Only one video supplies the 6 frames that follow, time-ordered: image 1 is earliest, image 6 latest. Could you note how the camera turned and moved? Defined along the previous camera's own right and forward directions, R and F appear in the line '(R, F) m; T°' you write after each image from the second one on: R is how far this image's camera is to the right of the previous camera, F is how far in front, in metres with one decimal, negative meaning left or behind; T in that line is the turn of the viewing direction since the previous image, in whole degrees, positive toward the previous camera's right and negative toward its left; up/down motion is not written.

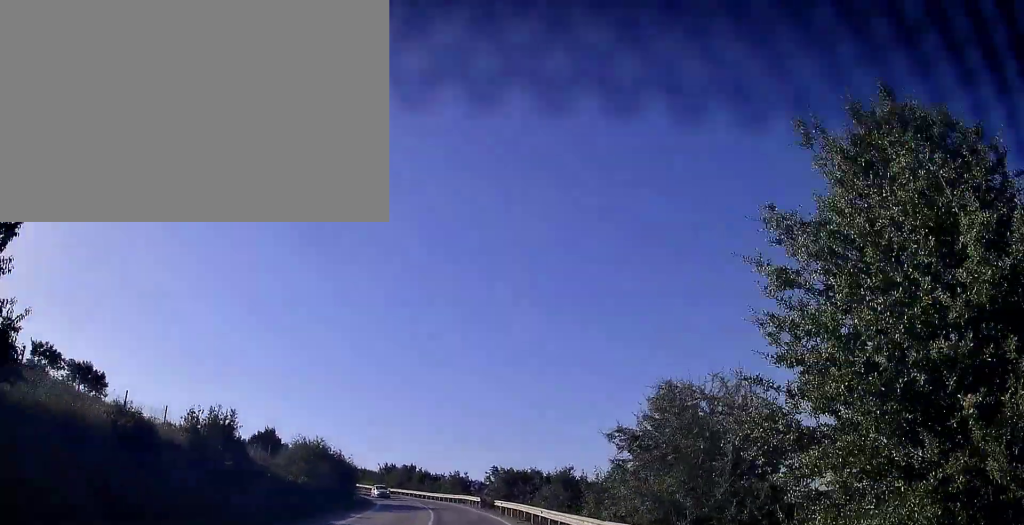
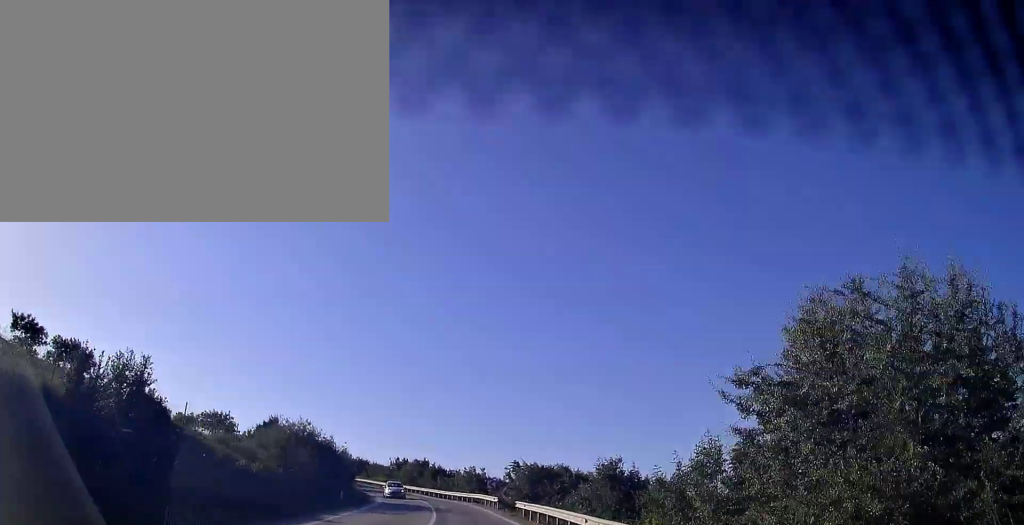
(+0.1, +8.6) m; -1°
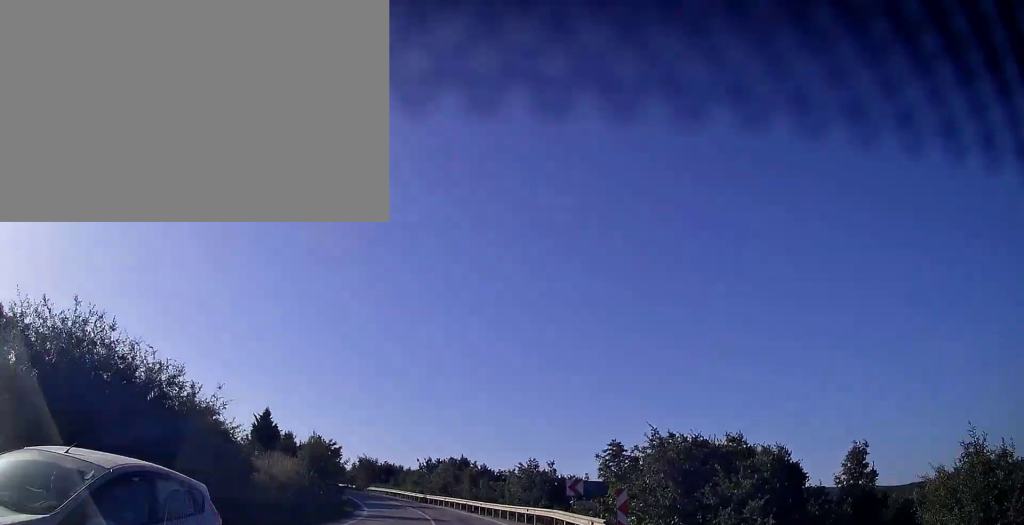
(-1.3, +23.7) m; -6°
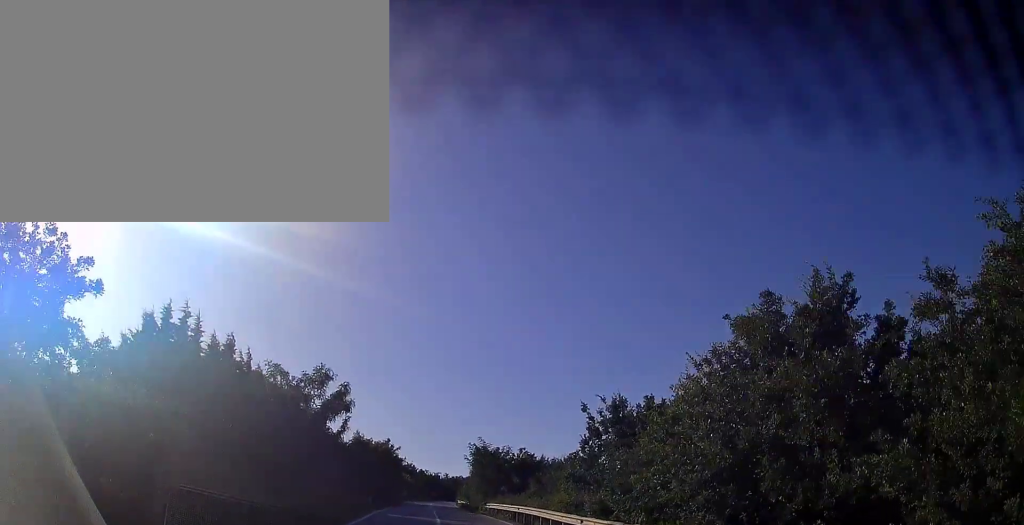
(-5.4, +46.1) m; -14°
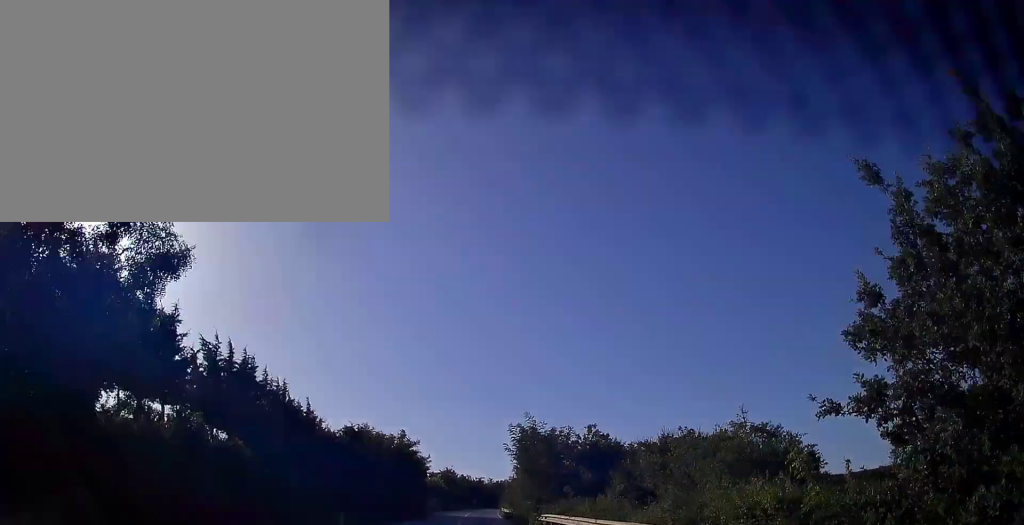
(-0.8, +15.3) m; -5°
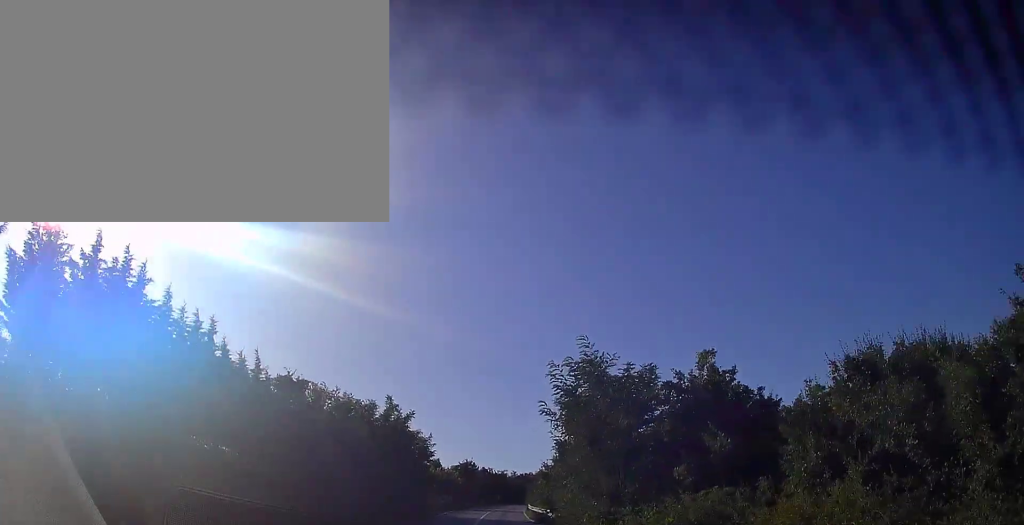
(-0.5, +13.7) m; -3°
